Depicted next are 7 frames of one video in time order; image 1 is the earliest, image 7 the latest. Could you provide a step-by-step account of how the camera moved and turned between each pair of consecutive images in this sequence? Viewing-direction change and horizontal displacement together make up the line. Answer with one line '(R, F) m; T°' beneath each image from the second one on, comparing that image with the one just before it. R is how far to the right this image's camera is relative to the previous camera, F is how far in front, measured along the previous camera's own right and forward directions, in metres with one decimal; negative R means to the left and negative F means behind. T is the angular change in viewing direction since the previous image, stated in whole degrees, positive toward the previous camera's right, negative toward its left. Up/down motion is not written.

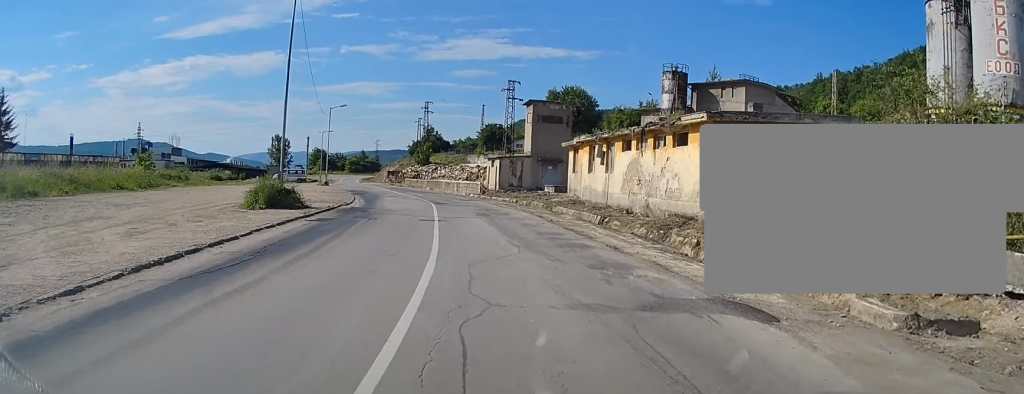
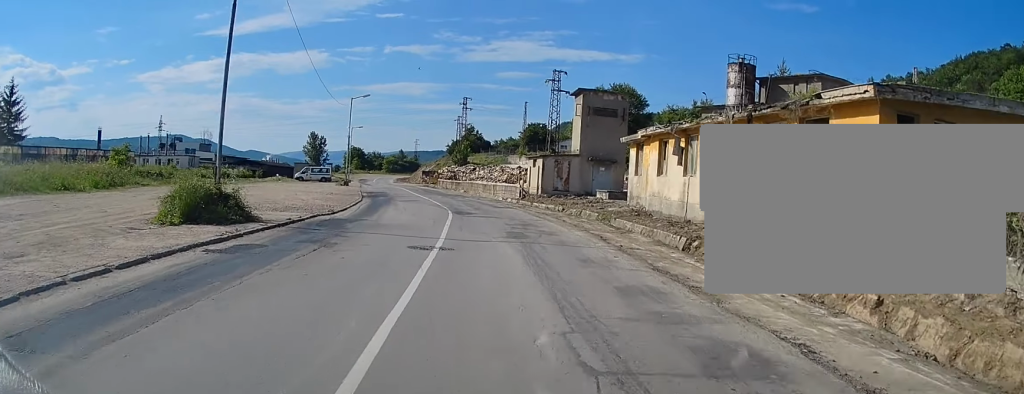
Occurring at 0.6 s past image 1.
(-0.2, +8.4) m; -3°
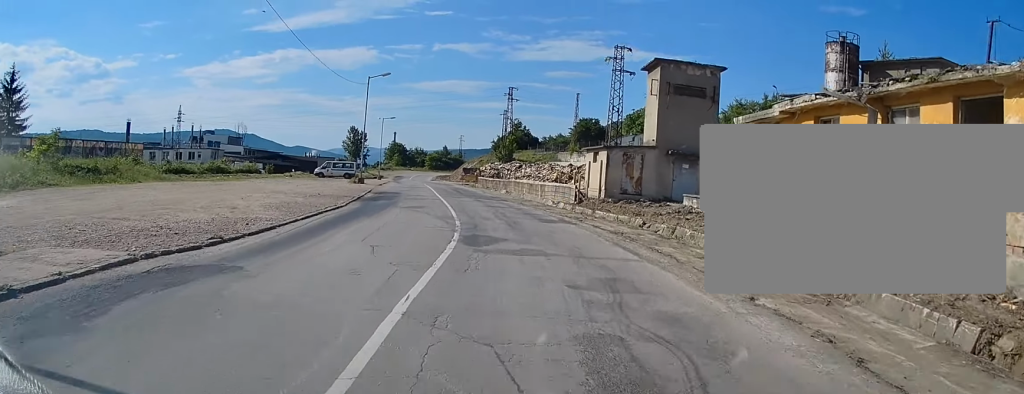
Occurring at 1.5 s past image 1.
(-0.4, +11.4) m; -5°
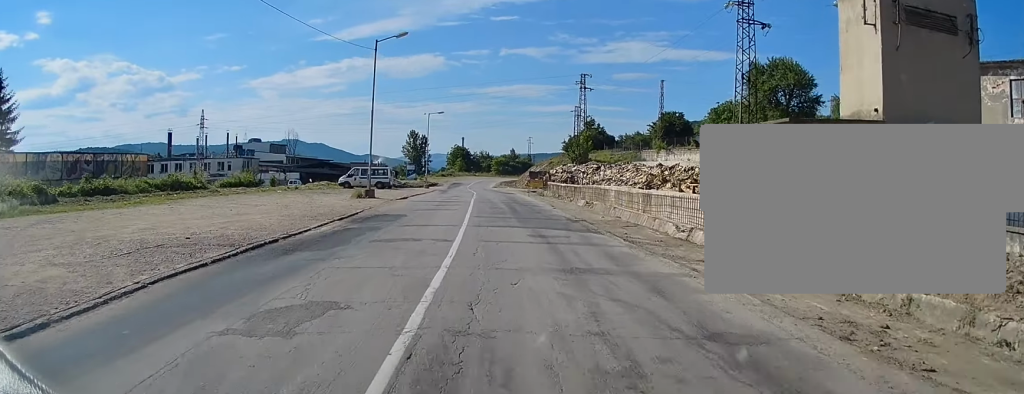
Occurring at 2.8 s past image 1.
(-0.9, +17.4) m; -4°
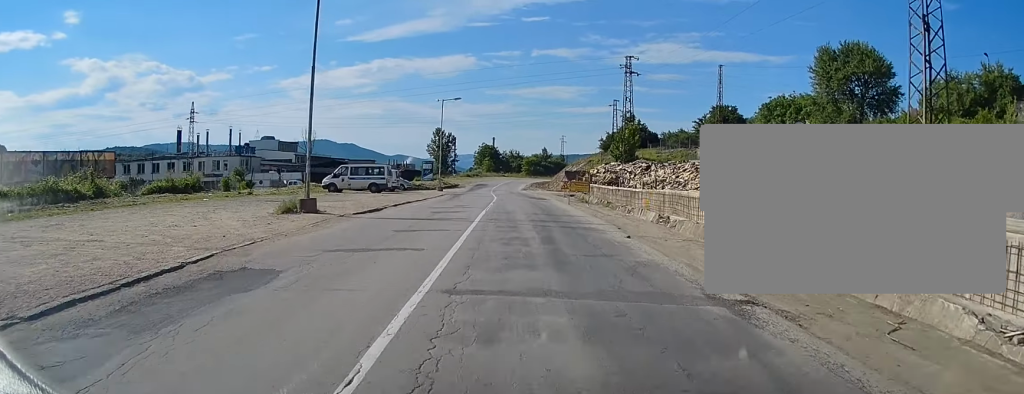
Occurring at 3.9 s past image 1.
(-0.2, +14.6) m; -2°
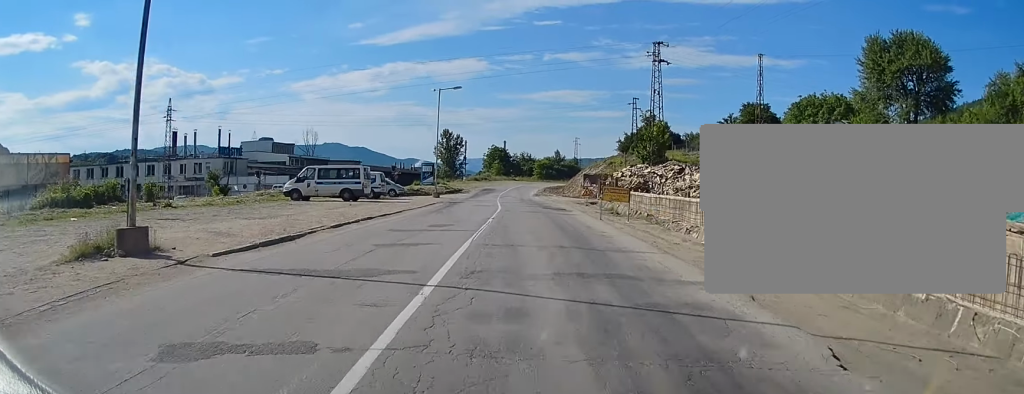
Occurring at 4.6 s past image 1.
(-0.1, +10.6) m; -1°
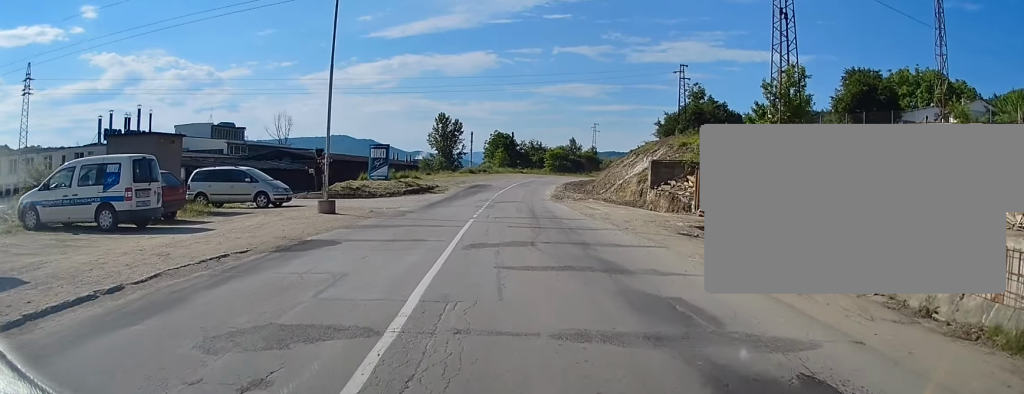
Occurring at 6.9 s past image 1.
(0.0, +32.4) m; 0°
